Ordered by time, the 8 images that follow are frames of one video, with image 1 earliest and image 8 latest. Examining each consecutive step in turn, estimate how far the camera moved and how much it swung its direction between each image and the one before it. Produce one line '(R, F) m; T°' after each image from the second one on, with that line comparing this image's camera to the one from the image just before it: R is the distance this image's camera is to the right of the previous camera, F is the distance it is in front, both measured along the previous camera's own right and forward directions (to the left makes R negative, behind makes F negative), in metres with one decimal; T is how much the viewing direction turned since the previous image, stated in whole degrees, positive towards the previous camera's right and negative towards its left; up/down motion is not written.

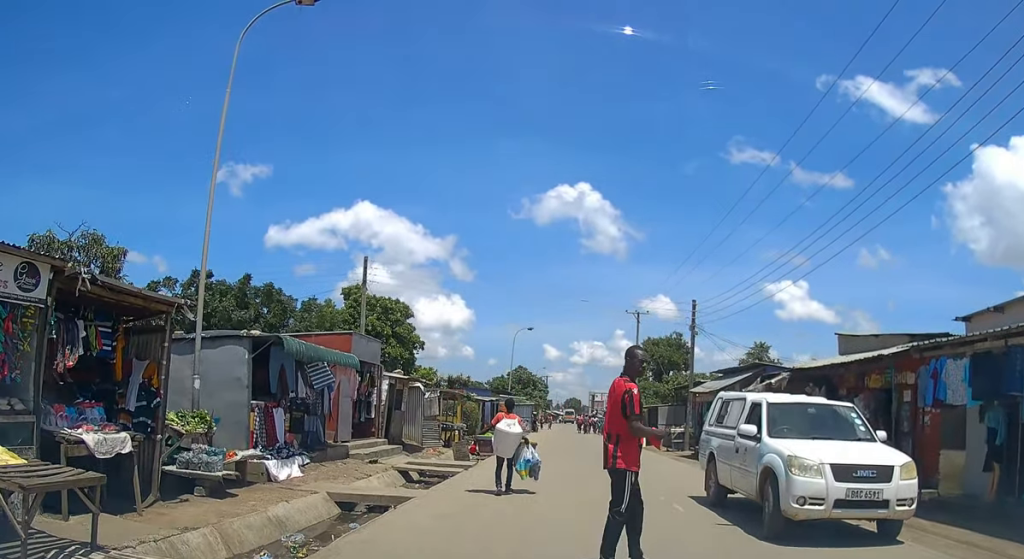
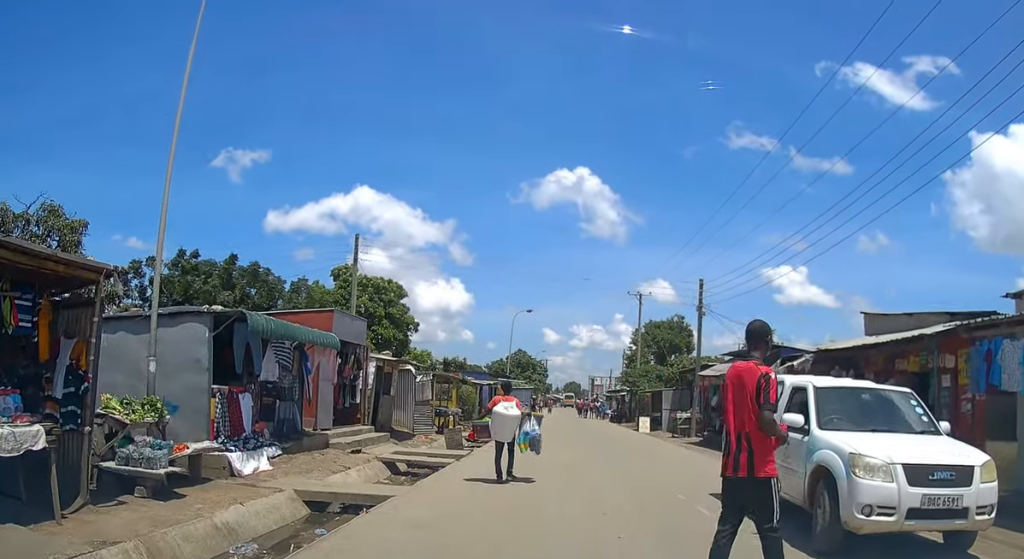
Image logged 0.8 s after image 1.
(0.0, +1.4) m; +2°
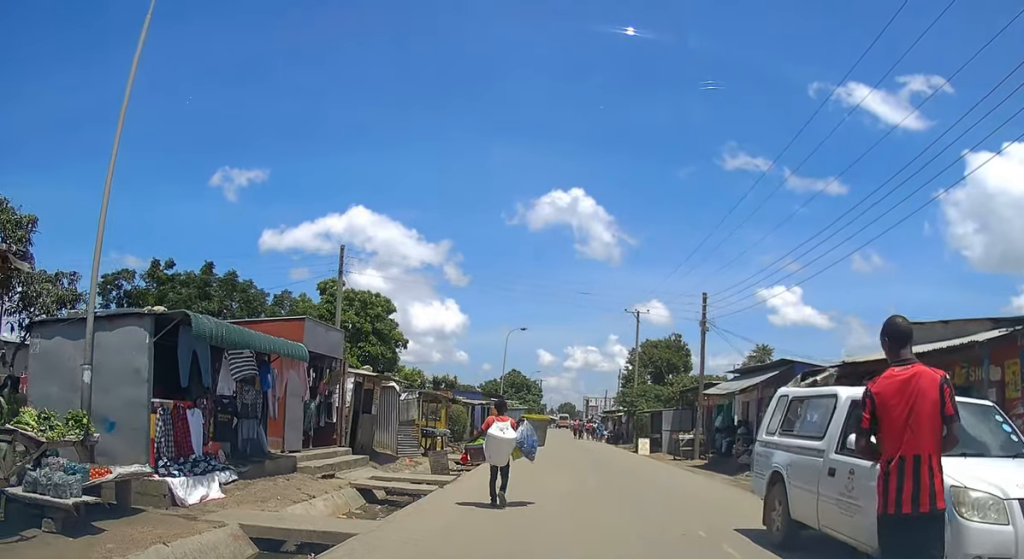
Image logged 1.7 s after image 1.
(+0.1, +1.6) m; +1°
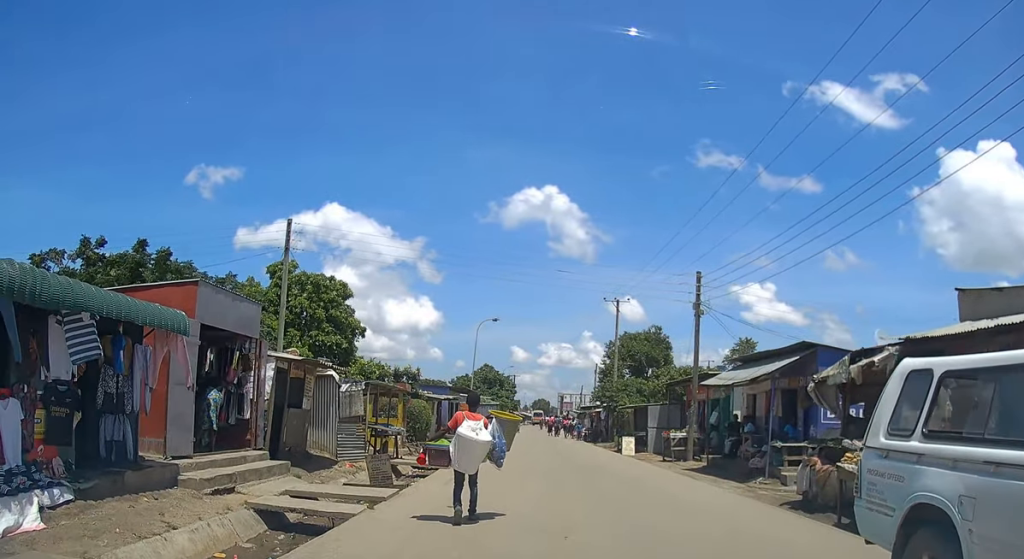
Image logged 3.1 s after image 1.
(0.0, +3.4) m; -1°
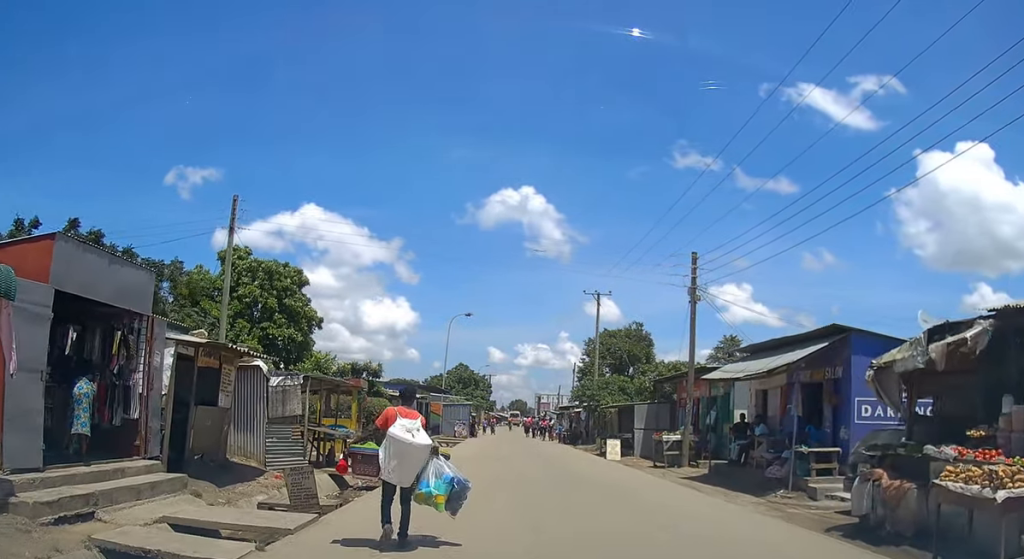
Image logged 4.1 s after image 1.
(0.0, +3.0) m; +4°
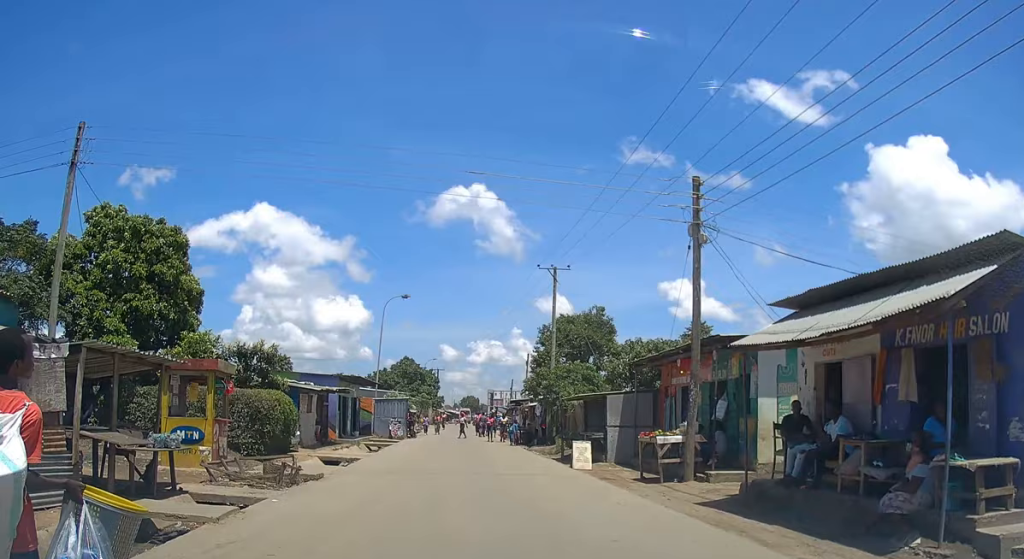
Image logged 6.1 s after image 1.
(+0.3, +6.8) m; +2°
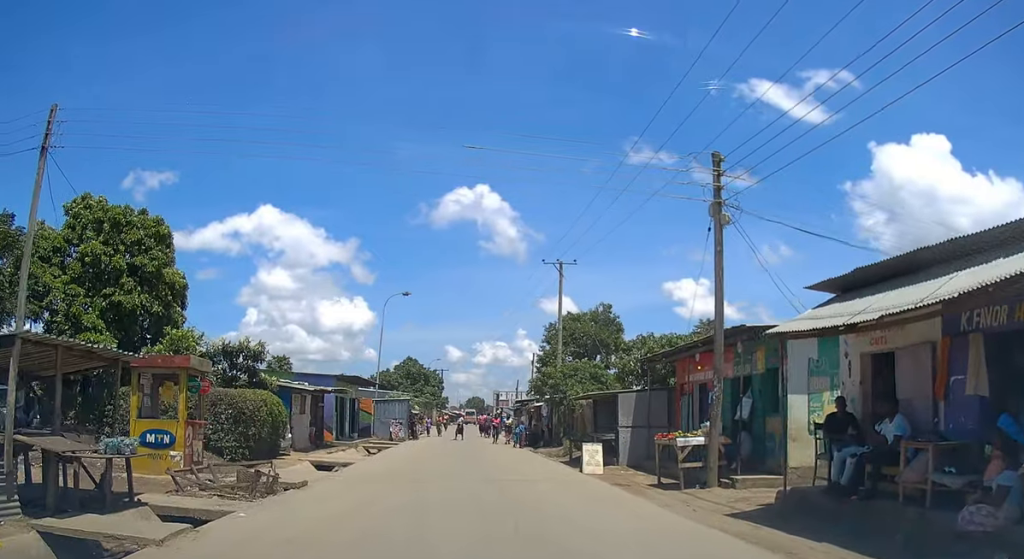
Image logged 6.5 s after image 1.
(0.0, +1.6) m; -1°
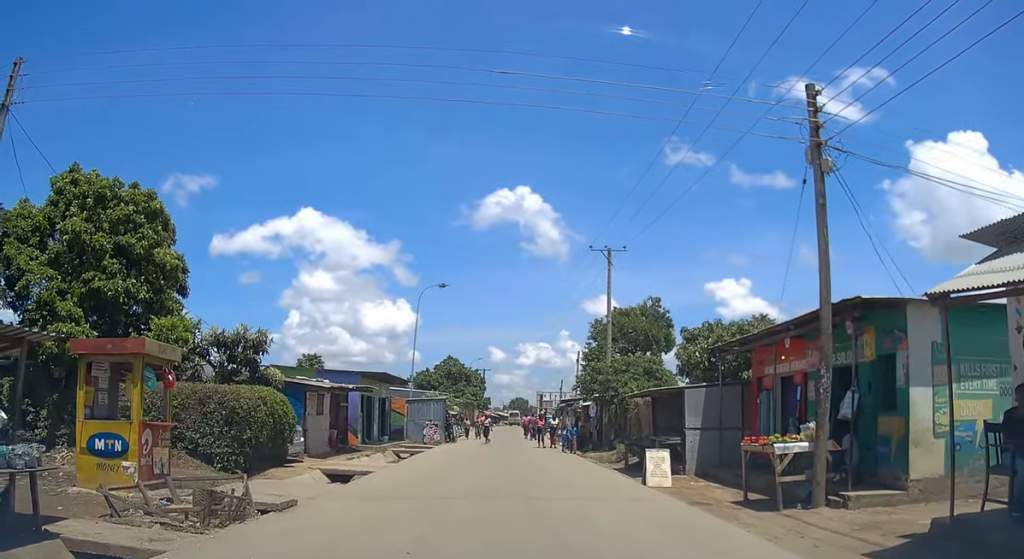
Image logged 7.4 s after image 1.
(-0.1, +3.2) m; -3°
